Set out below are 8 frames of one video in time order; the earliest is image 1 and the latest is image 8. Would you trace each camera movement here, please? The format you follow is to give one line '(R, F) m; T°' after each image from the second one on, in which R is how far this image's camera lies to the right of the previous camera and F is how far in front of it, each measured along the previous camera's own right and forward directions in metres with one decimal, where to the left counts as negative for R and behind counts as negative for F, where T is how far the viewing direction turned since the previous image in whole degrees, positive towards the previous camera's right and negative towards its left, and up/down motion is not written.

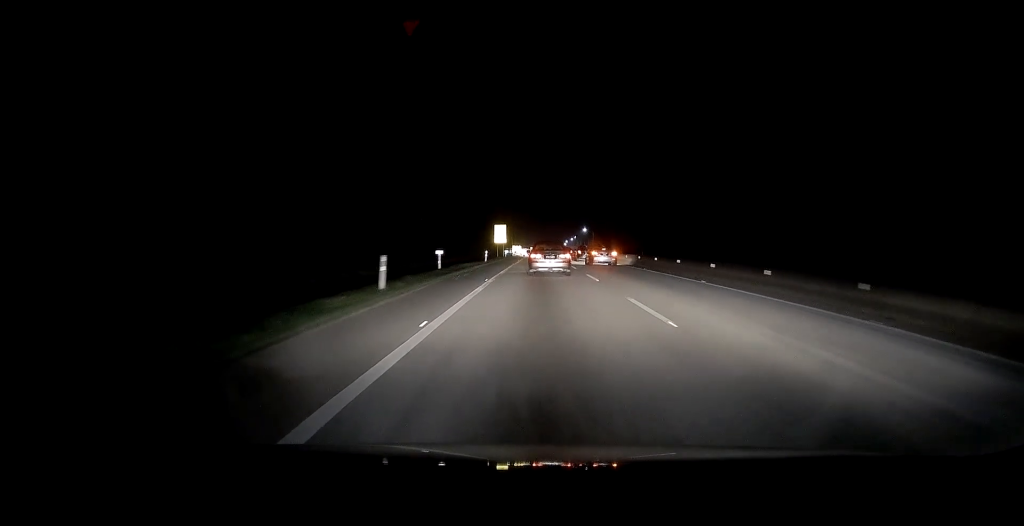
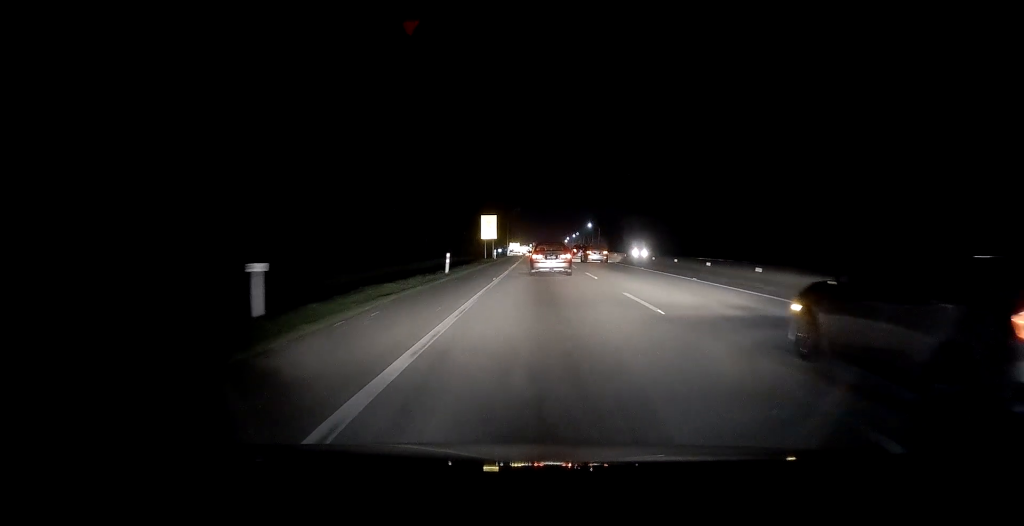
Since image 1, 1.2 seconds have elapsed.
(-0.9, +22.5) m; -1°
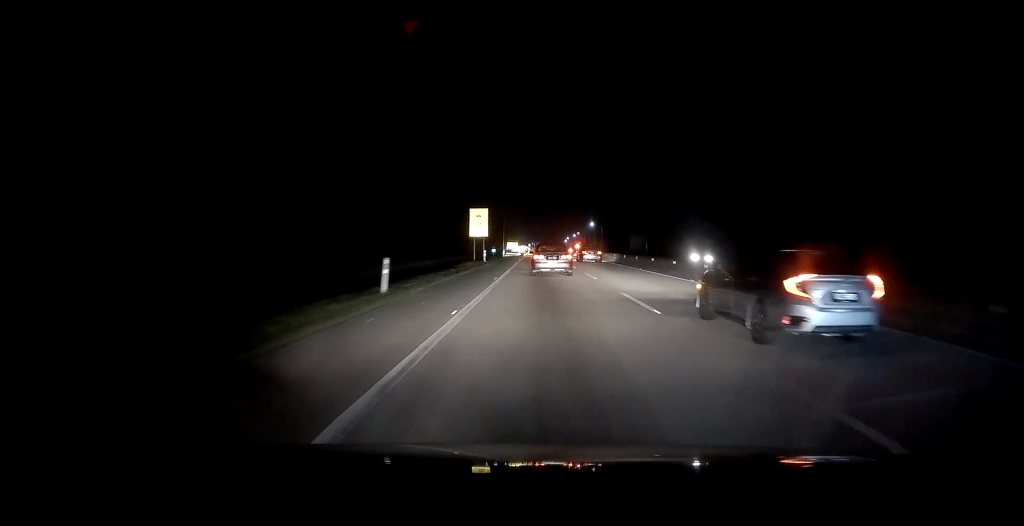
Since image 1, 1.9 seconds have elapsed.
(-0.2, +11.6) m; +2°
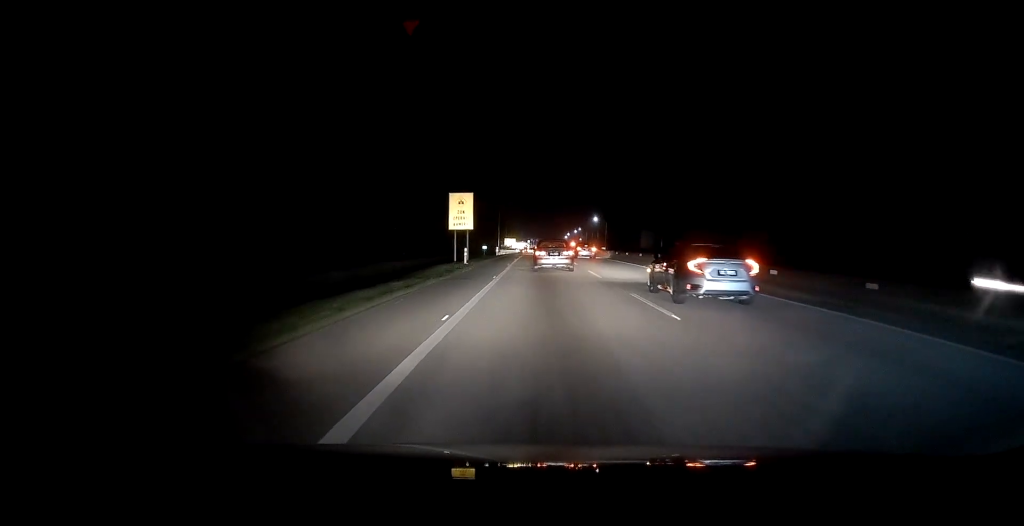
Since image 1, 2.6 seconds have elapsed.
(+0.7, +13.5) m; +1°
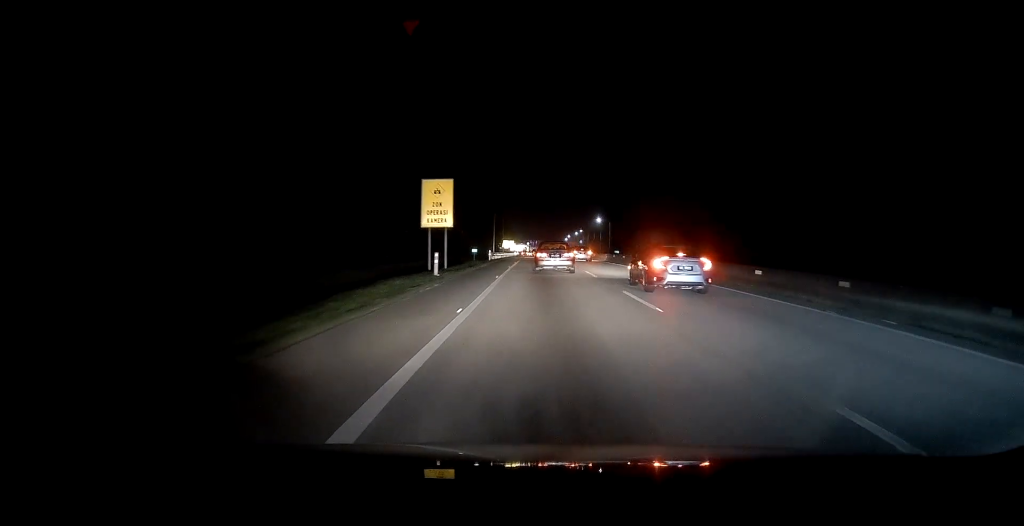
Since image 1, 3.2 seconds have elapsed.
(+0.1, +10.6) m; 0°
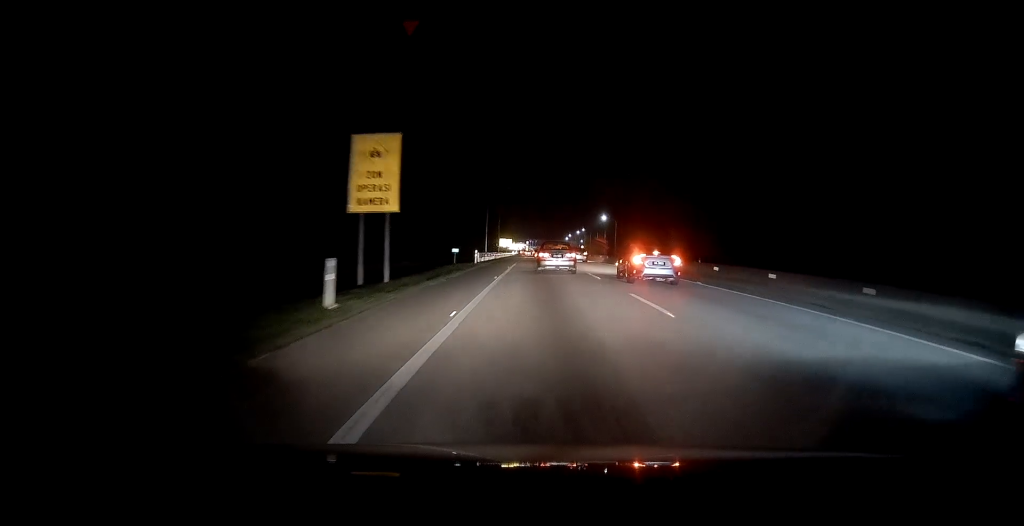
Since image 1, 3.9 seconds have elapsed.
(-0.4, +13.2) m; -2°
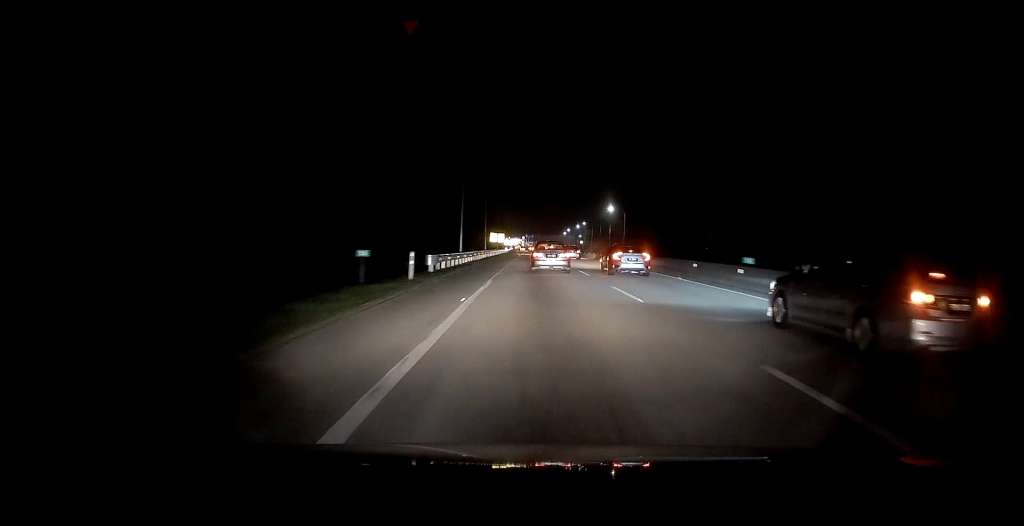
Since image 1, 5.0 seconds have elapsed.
(0.0, +21.7) m; 0°
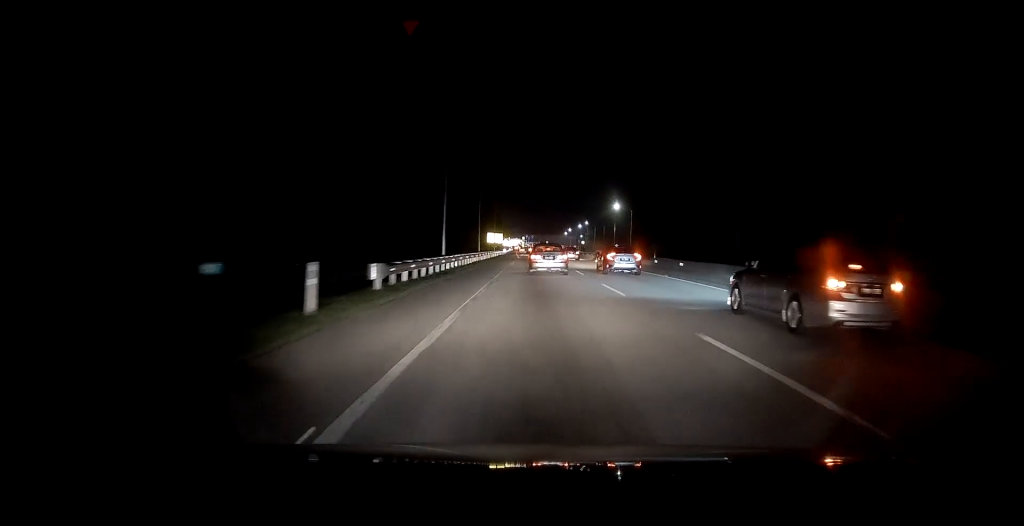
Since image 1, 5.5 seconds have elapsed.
(0.0, +9.7) m; 0°
